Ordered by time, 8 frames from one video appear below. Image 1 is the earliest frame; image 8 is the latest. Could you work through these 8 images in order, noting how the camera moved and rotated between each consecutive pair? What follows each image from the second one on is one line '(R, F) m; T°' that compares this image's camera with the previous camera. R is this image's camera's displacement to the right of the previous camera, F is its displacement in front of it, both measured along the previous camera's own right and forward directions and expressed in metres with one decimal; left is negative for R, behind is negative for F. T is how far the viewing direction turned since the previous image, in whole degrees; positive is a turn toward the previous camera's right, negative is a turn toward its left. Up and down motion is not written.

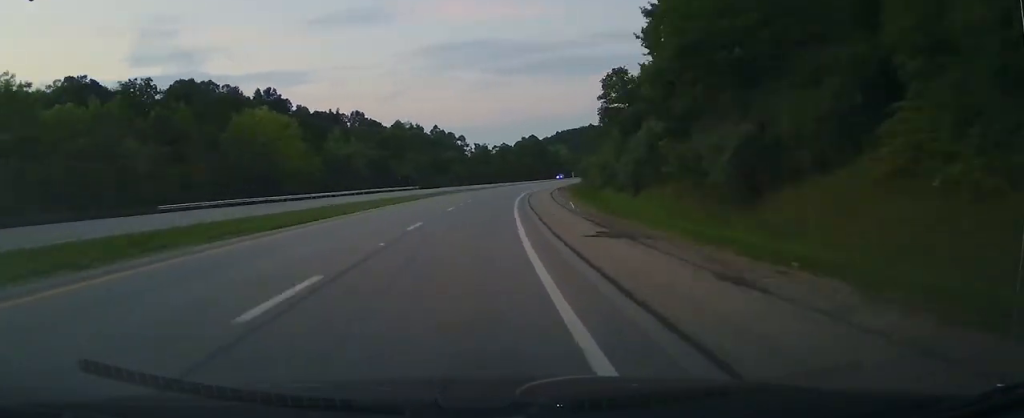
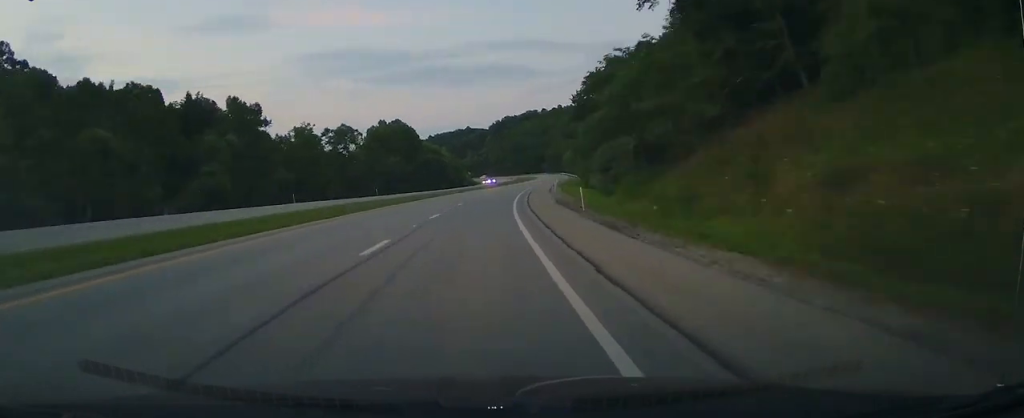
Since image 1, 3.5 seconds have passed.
(+11.0, +119.2) m; +11°
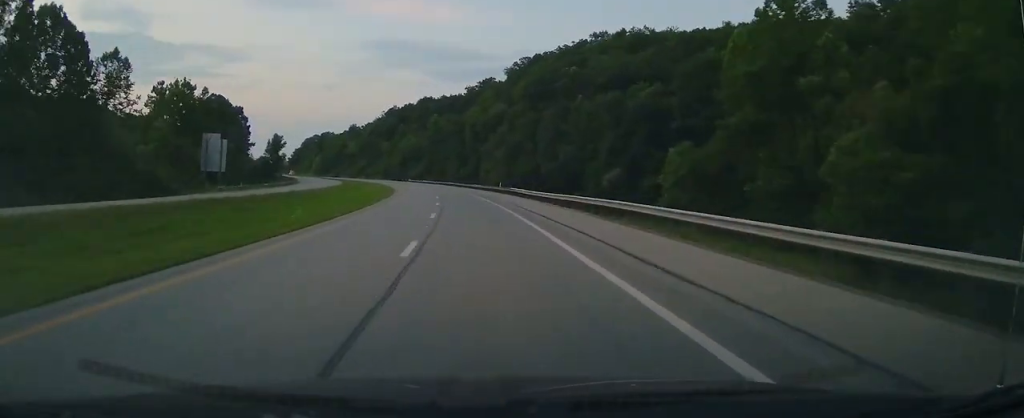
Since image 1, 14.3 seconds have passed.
(+11.9, +371.0) m; -14°
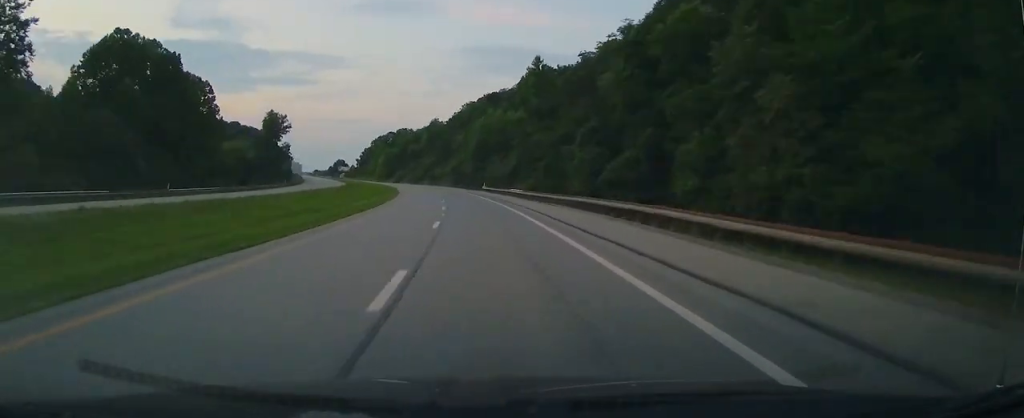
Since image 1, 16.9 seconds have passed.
(-10.5, +91.4) m; -9°
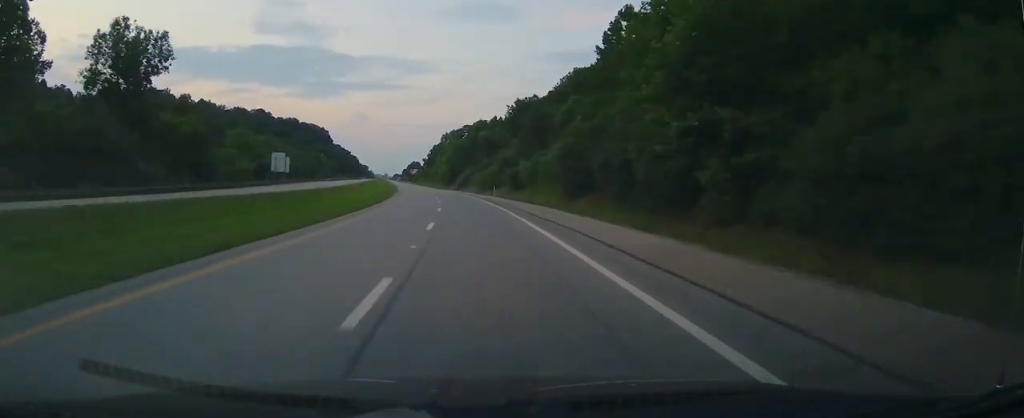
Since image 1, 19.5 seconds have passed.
(-5.4, +88.3) m; -8°
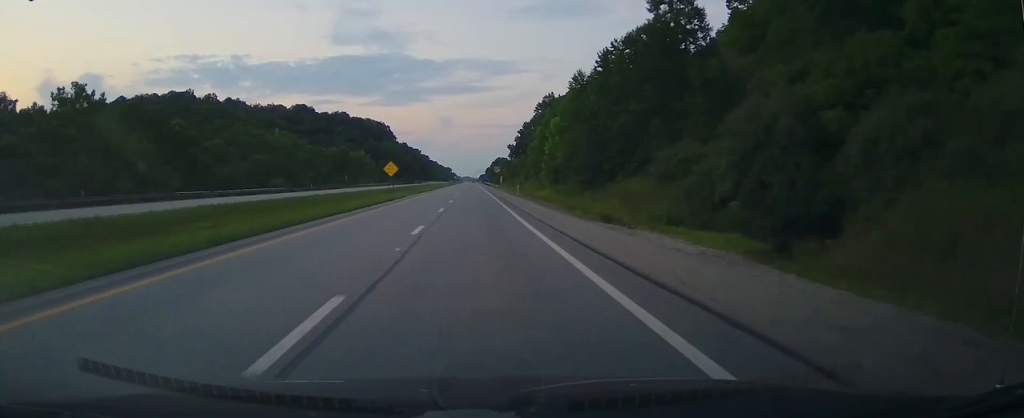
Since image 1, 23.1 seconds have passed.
(-10.2, +127.0) m; -5°
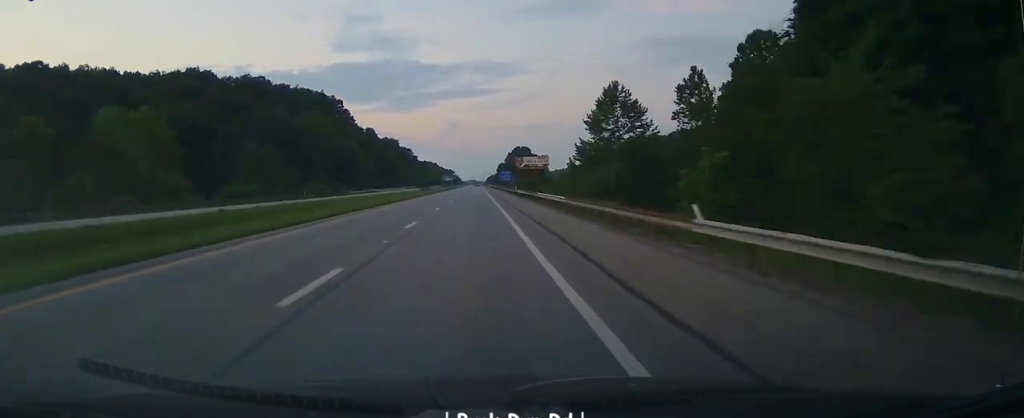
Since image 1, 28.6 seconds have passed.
(-2.7, +195.5) m; -1°
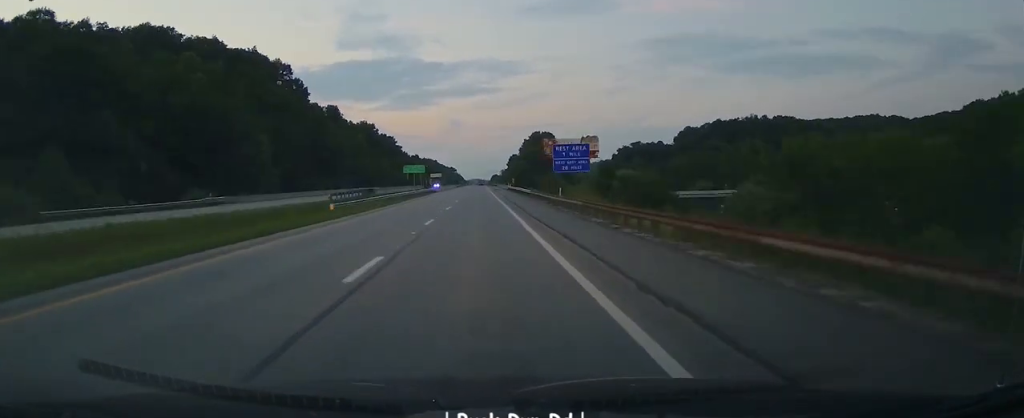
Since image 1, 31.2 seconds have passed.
(+0.1, +95.7) m; 0°
